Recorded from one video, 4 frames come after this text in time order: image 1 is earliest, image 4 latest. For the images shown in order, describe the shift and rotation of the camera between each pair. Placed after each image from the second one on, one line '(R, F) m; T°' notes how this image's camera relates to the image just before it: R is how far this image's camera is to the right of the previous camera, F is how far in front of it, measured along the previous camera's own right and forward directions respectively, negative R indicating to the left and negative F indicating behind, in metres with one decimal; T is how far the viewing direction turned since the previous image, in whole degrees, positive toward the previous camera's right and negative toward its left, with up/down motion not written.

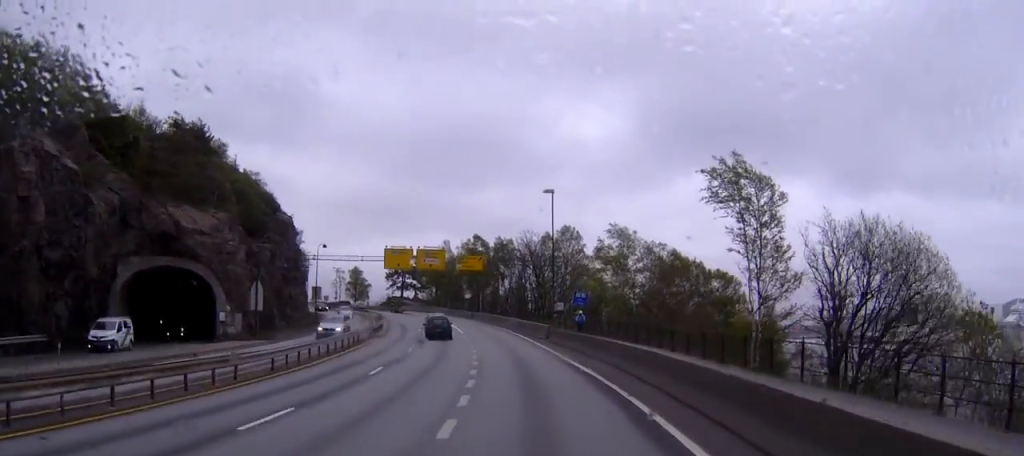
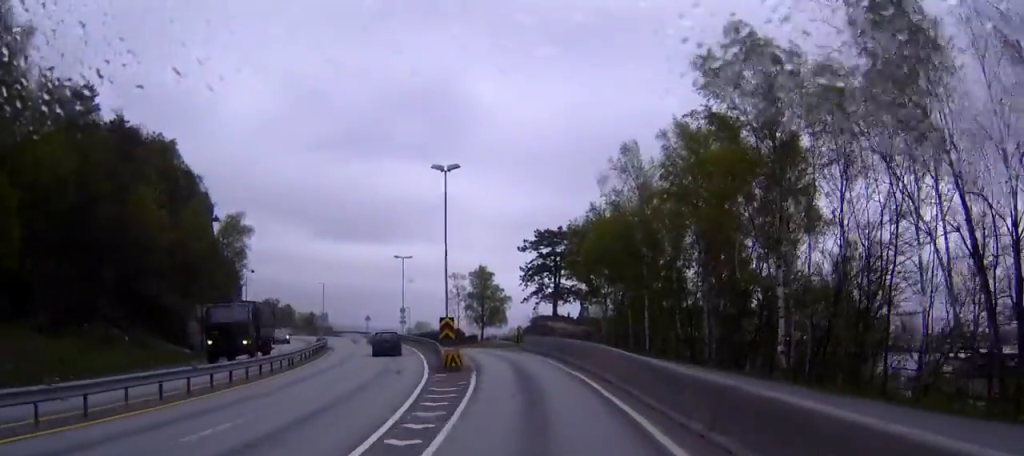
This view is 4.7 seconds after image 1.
(-8.7, +85.4) m; -12°
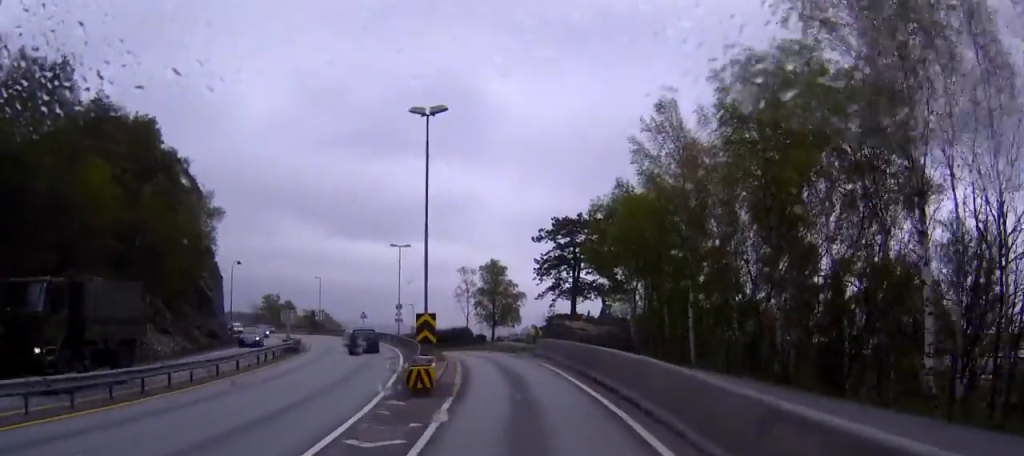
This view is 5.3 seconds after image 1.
(-0.1, +9.9) m; -3°
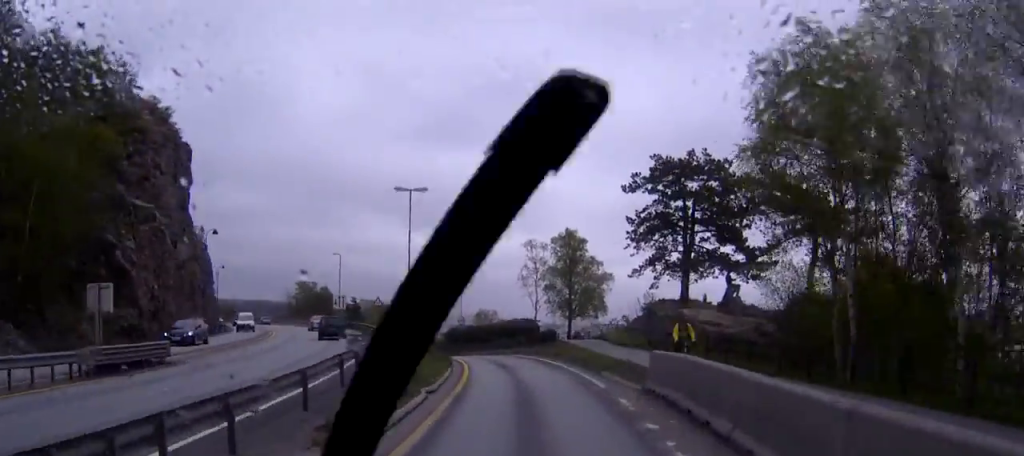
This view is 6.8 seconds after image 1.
(-2.4, +25.8) m; -9°
